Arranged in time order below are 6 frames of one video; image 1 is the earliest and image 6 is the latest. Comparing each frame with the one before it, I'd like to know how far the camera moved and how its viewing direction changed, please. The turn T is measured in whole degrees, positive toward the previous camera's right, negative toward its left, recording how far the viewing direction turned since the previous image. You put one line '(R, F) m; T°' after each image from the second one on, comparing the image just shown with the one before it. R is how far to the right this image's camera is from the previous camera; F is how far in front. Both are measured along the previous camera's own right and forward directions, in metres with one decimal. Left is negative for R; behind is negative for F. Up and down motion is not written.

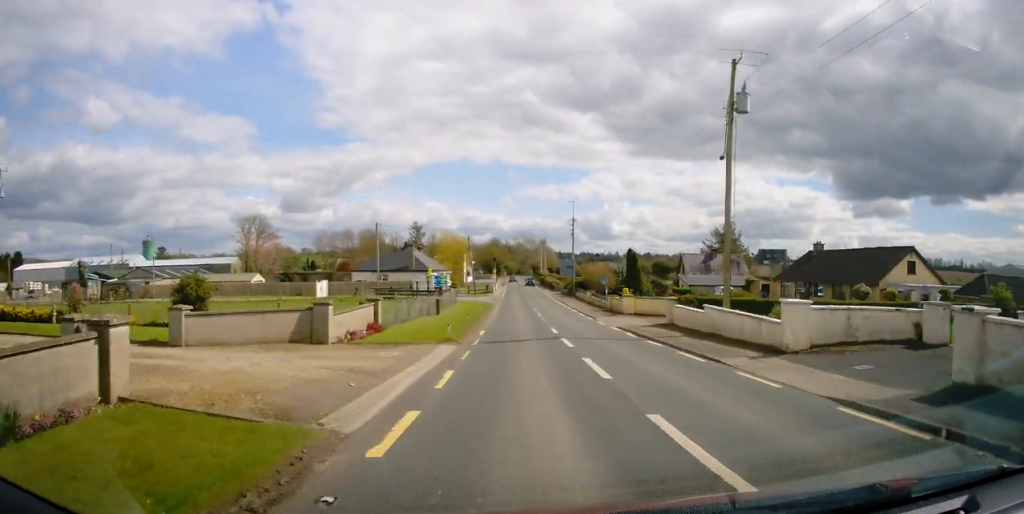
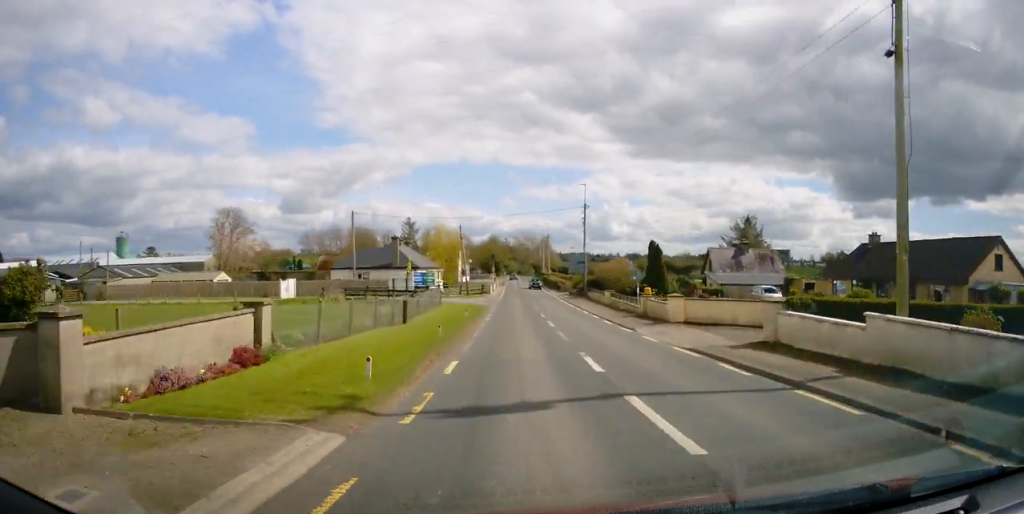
(-0.1, +10.4) m; -2°
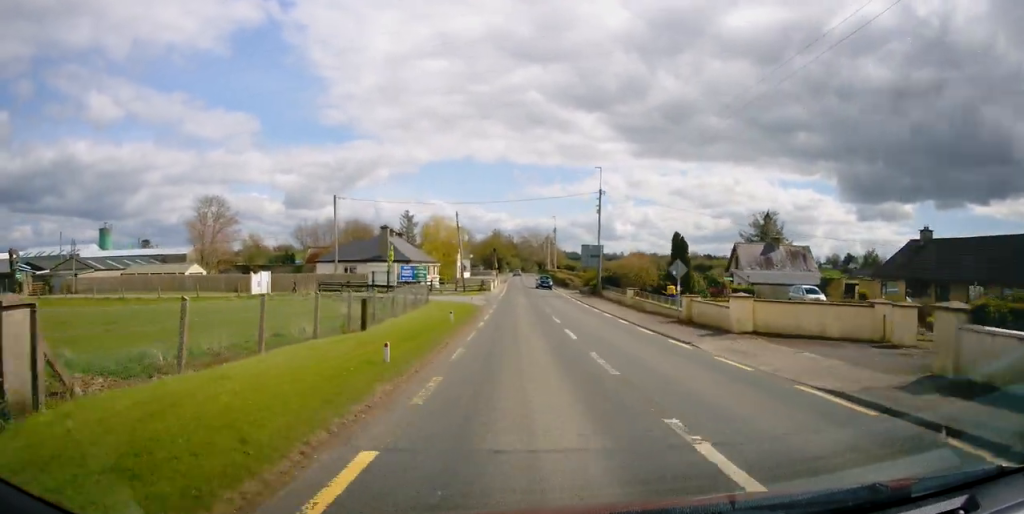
(-0.3, +7.1) m; 0°
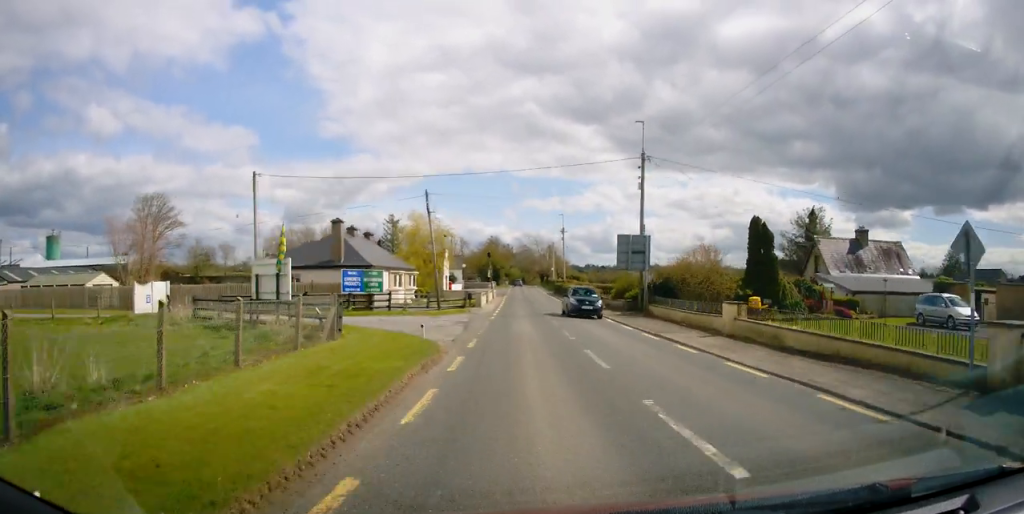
(+0.1, +16.4) m; +1°
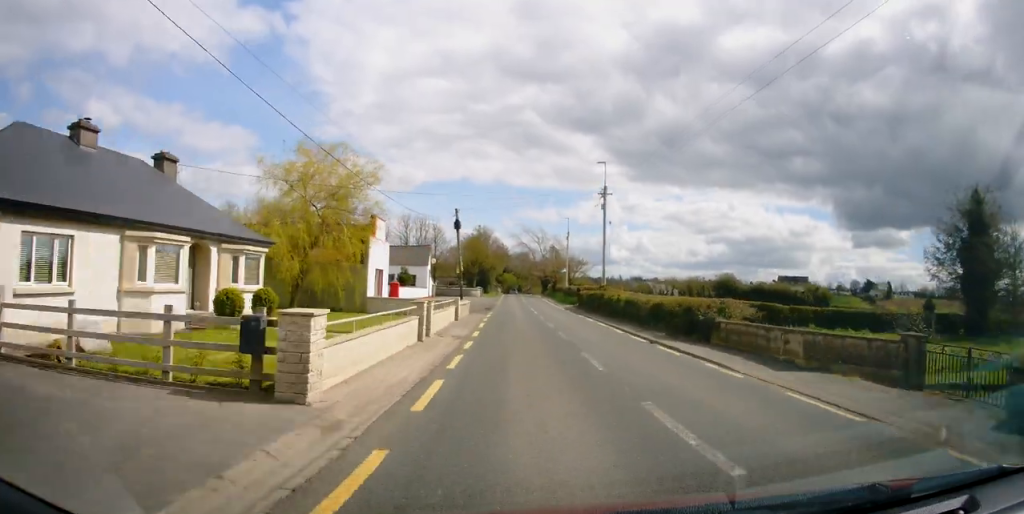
(0.0, +34.9) m; 0°
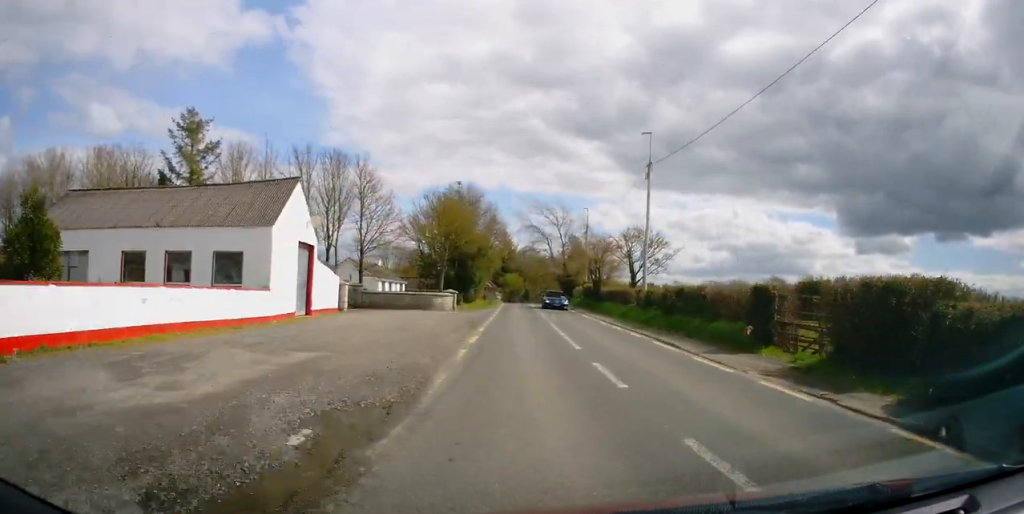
(+0.5, +42.5) m; 0°
